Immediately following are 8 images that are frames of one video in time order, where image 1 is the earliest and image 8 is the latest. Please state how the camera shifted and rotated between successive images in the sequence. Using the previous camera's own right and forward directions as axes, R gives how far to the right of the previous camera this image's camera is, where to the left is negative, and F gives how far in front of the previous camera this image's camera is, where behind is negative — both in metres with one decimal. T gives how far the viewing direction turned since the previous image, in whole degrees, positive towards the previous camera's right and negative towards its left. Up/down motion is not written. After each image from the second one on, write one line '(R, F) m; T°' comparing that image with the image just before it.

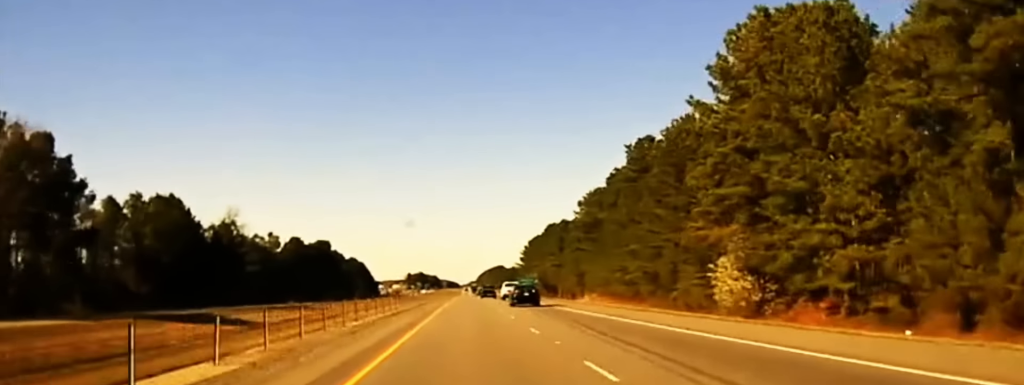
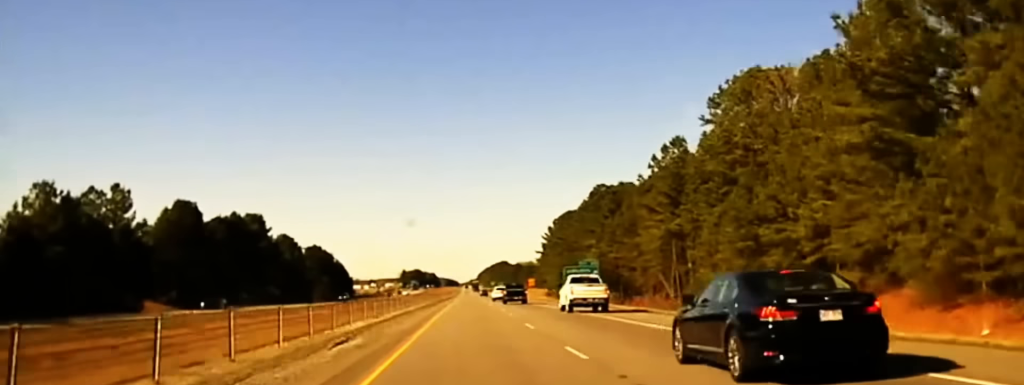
(0.0, +94.3) m; 0°
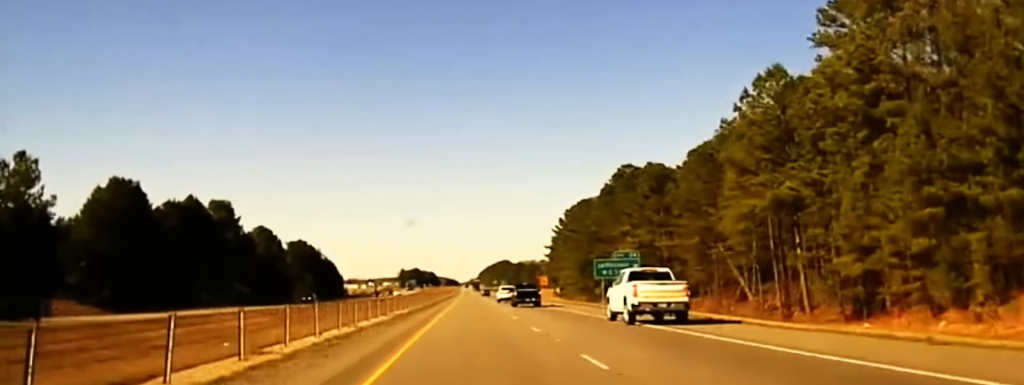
(0.0, +26.7) m; 0°
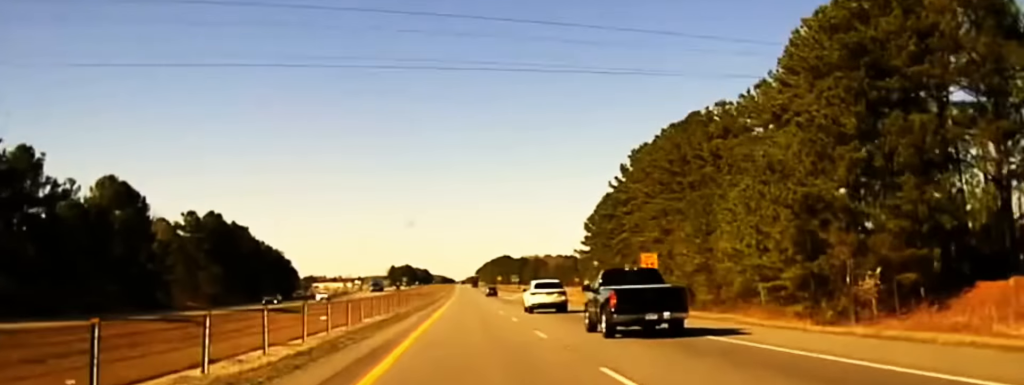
(+0.2, +89.4) m; 0°
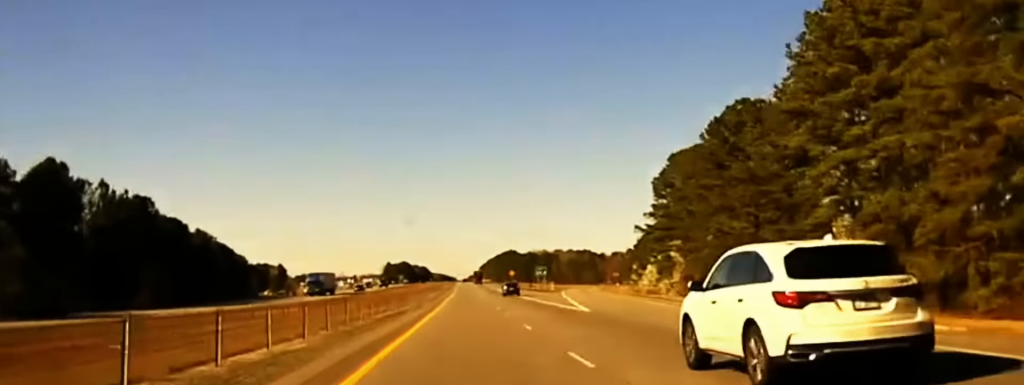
(+0.1, +71.3) m; 0°
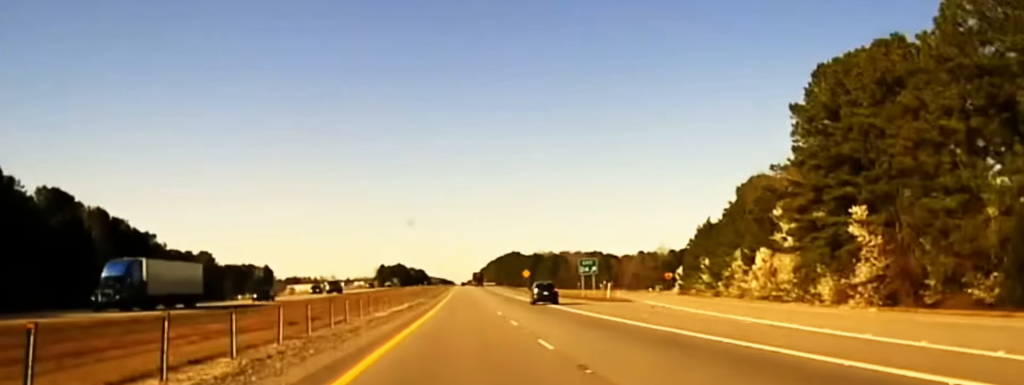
(+0.1, +57.1) m; 0°
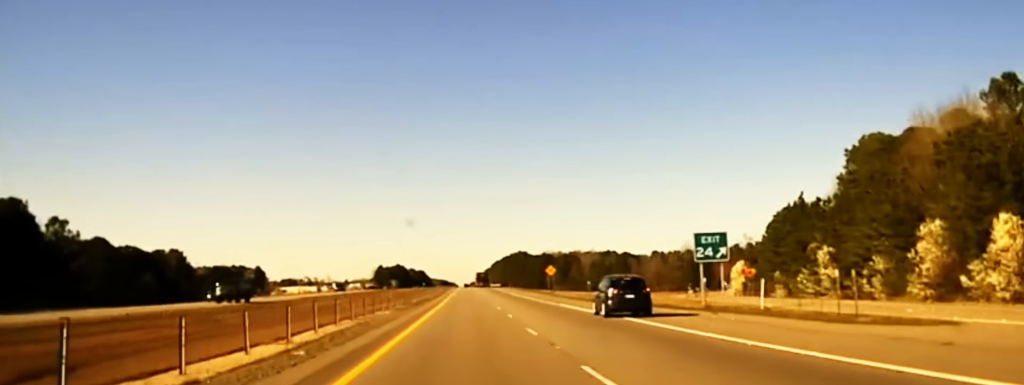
(0.0, +44.4) m; 0°
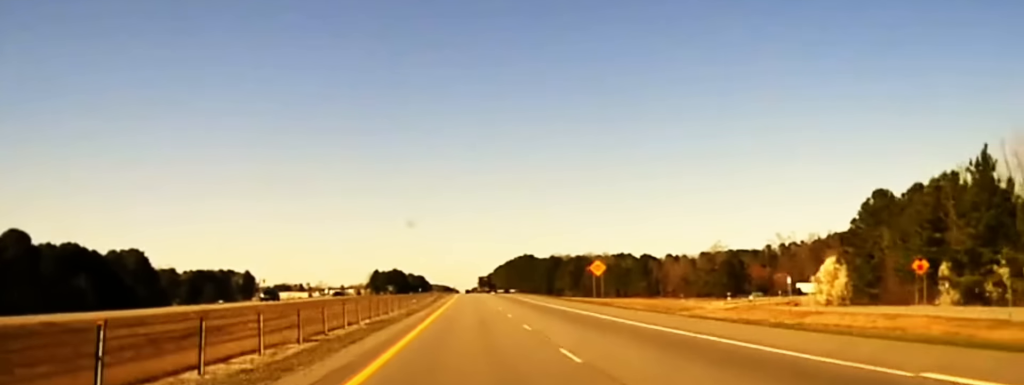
(0.0, +44.4) m; 0°
